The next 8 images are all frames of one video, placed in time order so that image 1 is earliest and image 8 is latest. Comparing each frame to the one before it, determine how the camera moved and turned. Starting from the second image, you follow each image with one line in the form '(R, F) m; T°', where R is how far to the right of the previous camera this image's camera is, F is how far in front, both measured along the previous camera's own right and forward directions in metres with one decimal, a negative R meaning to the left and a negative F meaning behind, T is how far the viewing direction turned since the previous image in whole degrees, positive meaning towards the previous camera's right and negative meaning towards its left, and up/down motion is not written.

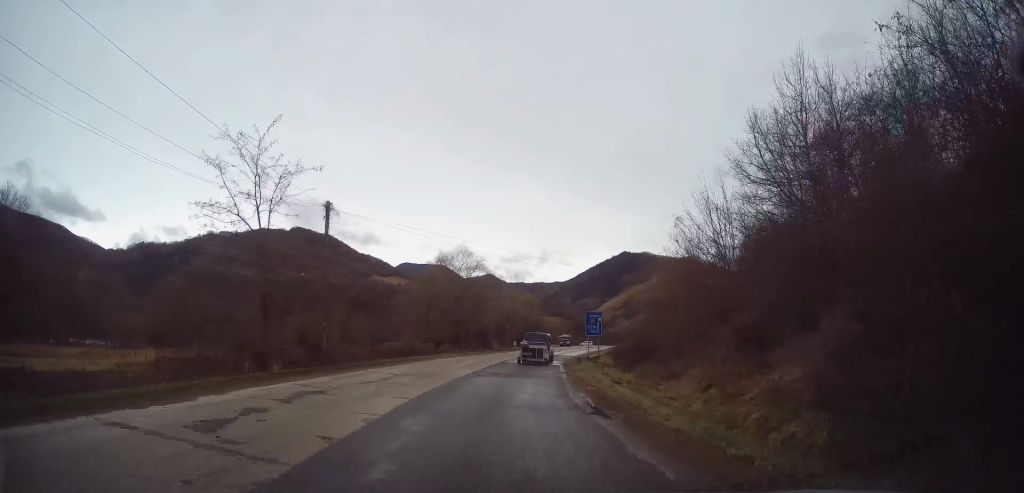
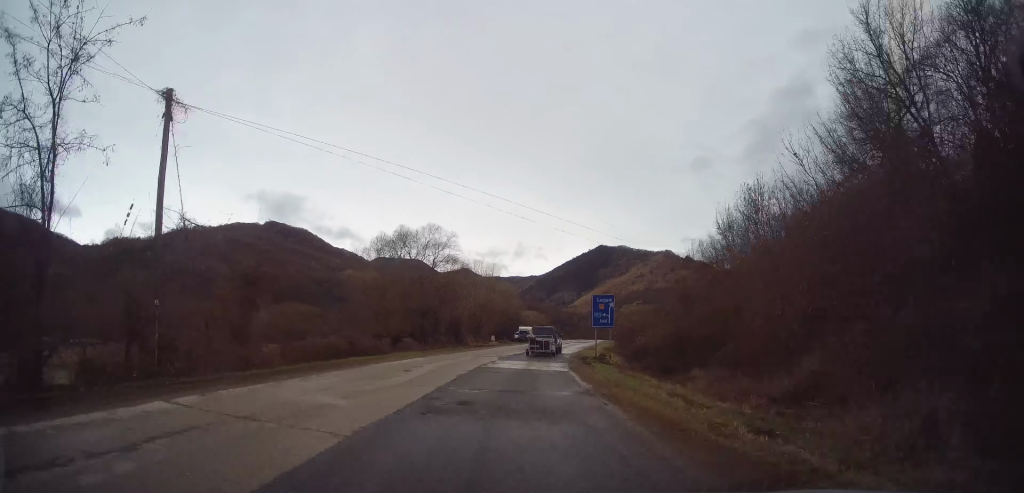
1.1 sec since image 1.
(+0.1, +10.2) m; +3°
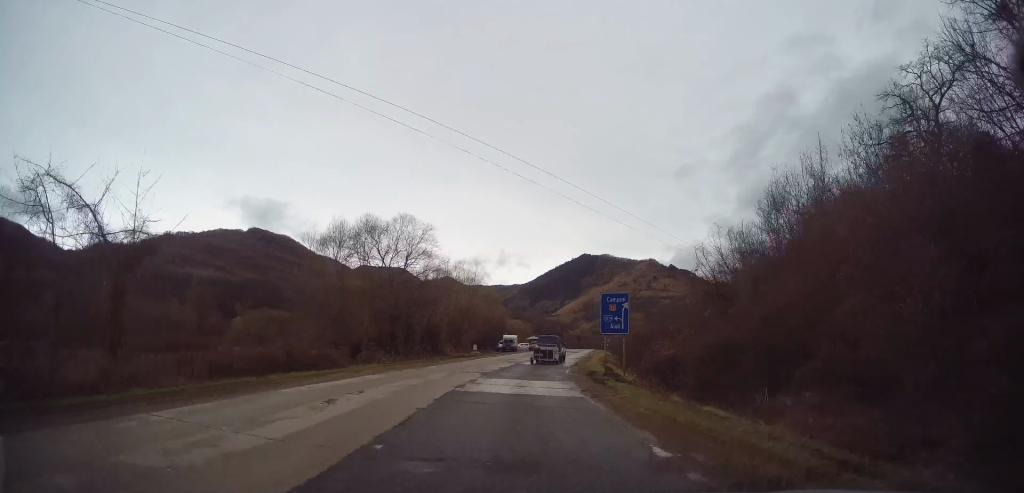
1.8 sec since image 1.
(+0.3, +6.1) m; 0°
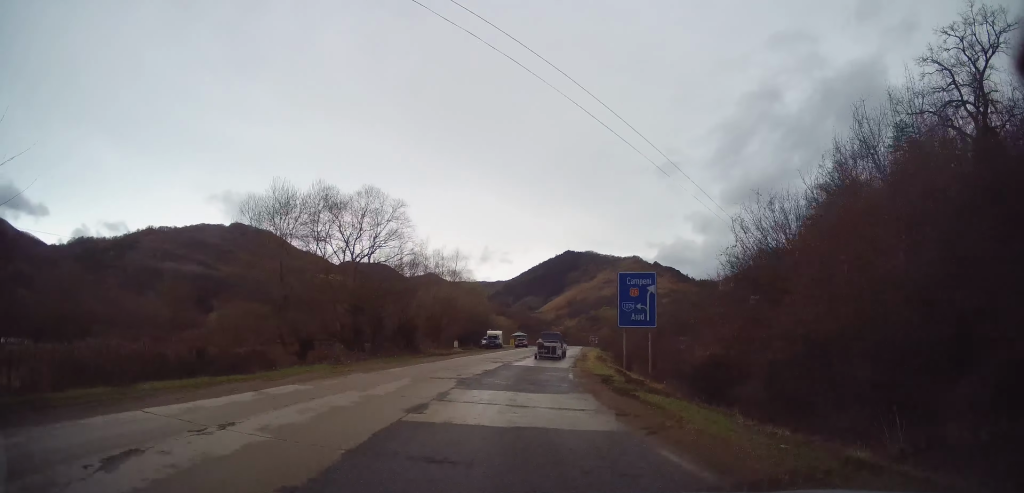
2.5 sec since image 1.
(+0.1, +5.8) m; +1°
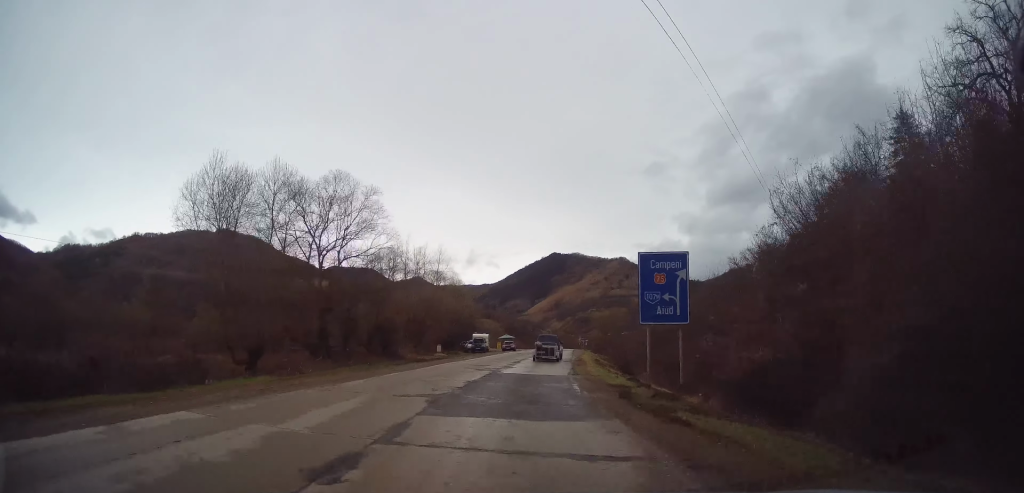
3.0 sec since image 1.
(-0.3, +4.0) m; +2°
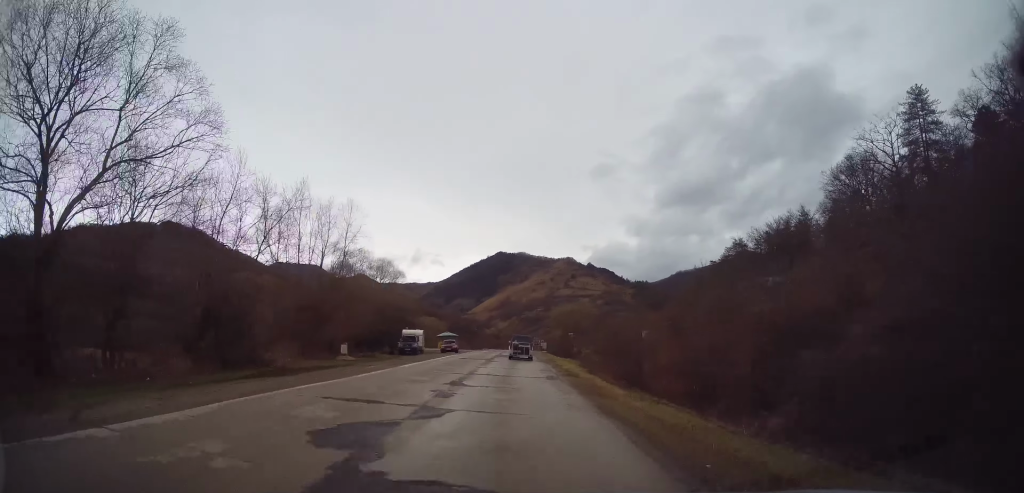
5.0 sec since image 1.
(+1.9, +17.0) m; +9°
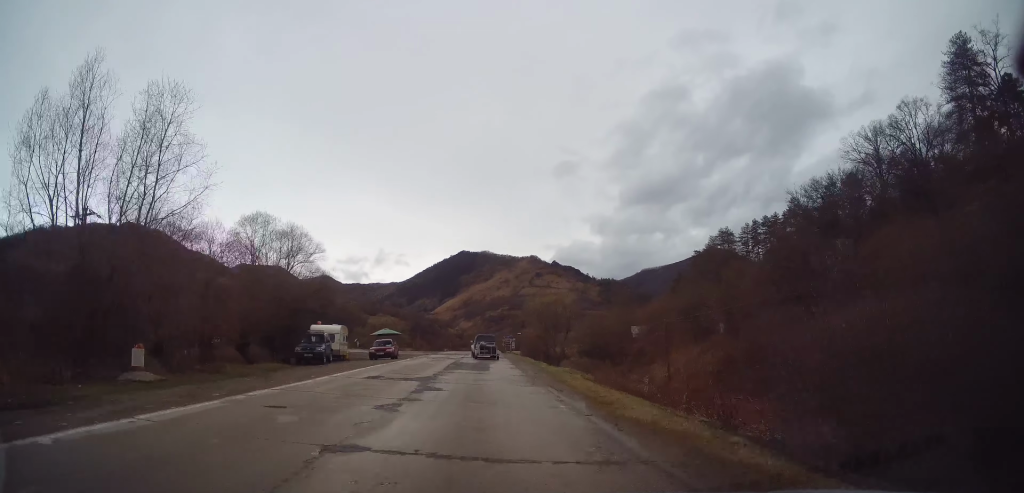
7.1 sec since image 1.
(0.0, +18.6) m; 0°
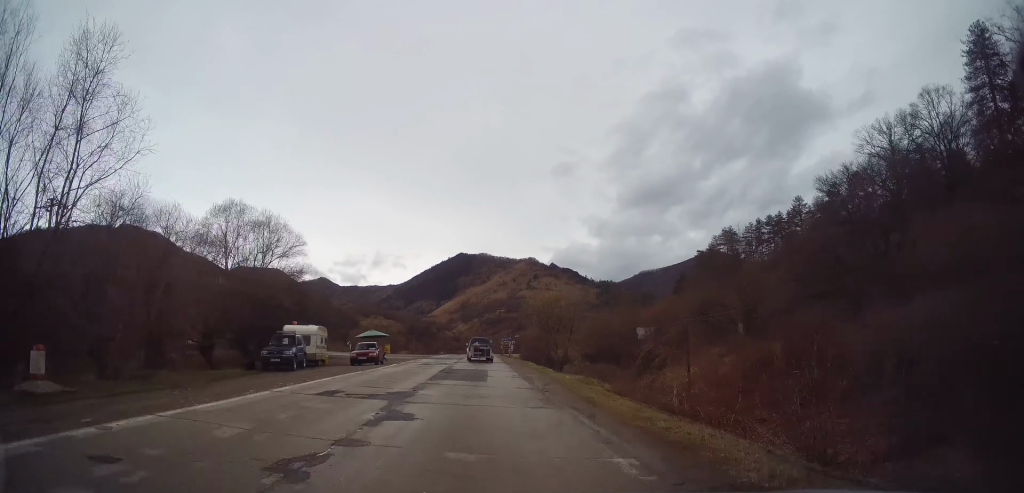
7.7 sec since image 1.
(0.0, +4.5) m; 0°
